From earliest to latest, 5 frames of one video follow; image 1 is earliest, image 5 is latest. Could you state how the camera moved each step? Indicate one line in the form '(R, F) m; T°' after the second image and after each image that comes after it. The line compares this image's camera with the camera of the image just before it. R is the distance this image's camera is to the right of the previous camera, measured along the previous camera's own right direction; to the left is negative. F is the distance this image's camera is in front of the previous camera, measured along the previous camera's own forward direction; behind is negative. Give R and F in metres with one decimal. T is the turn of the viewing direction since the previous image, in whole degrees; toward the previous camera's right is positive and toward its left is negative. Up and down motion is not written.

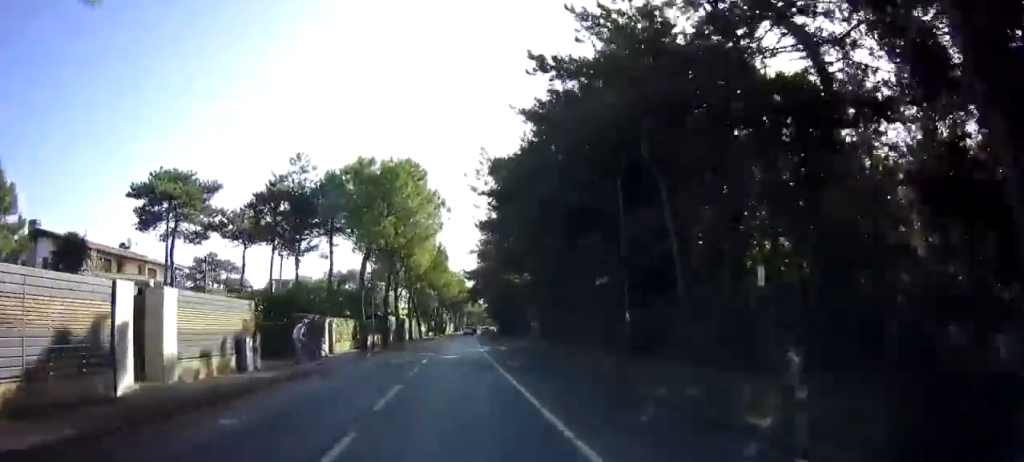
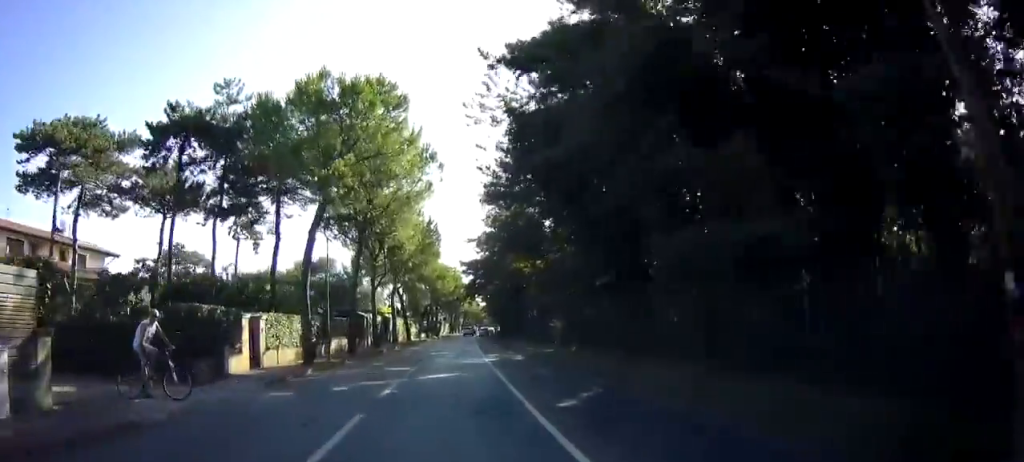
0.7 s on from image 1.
(+0.5, +9.7) m; +1°
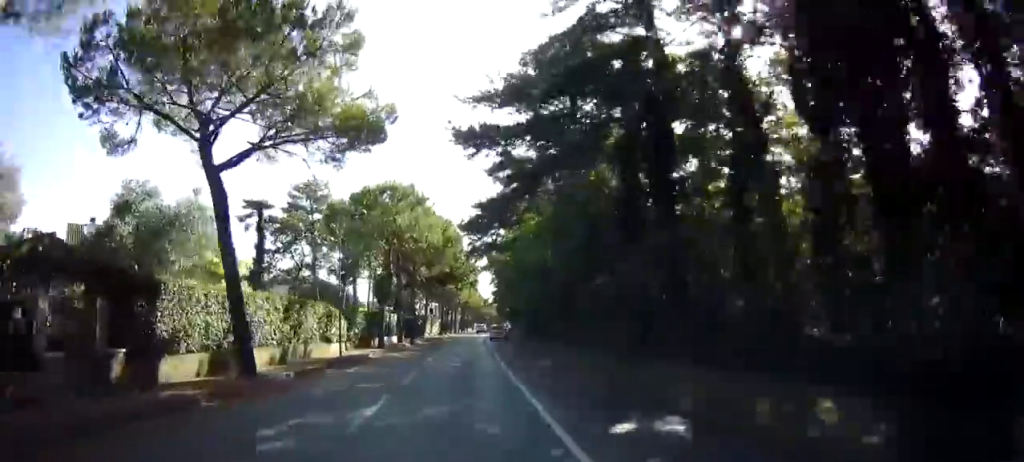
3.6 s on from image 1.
(+1.8, +37.7) m; +3°
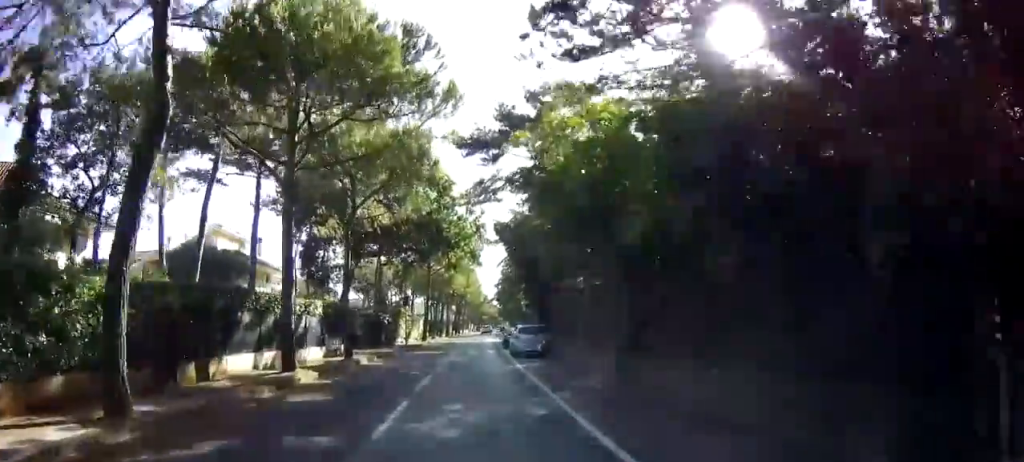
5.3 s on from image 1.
(-0.6, +24.3) m; -4°
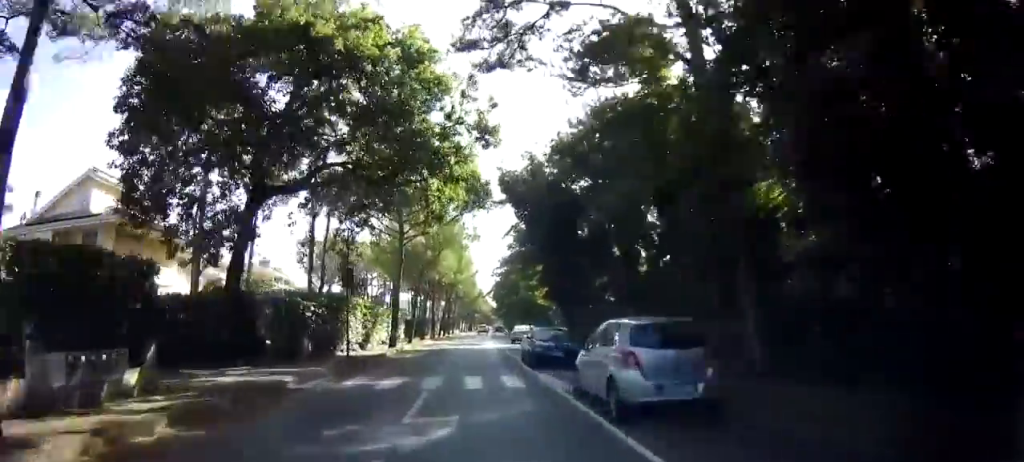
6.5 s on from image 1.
(-0.5, +16.7) m; 0°
